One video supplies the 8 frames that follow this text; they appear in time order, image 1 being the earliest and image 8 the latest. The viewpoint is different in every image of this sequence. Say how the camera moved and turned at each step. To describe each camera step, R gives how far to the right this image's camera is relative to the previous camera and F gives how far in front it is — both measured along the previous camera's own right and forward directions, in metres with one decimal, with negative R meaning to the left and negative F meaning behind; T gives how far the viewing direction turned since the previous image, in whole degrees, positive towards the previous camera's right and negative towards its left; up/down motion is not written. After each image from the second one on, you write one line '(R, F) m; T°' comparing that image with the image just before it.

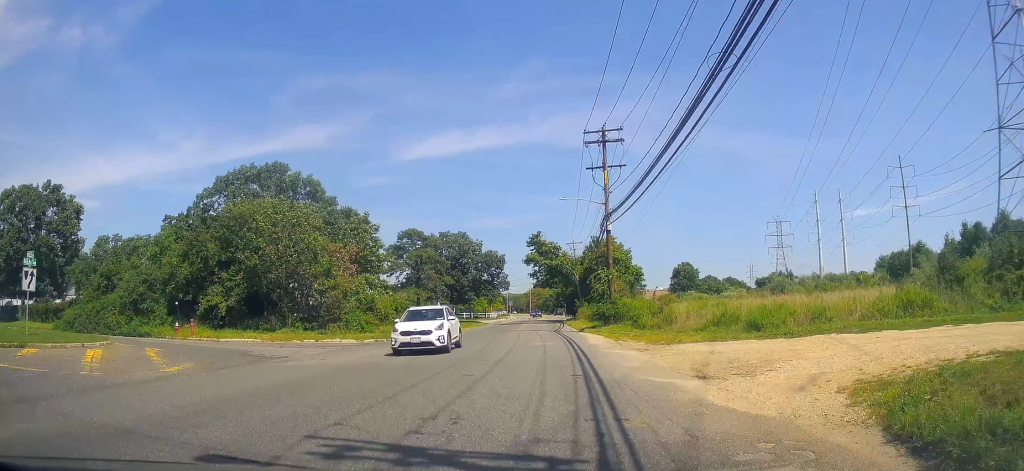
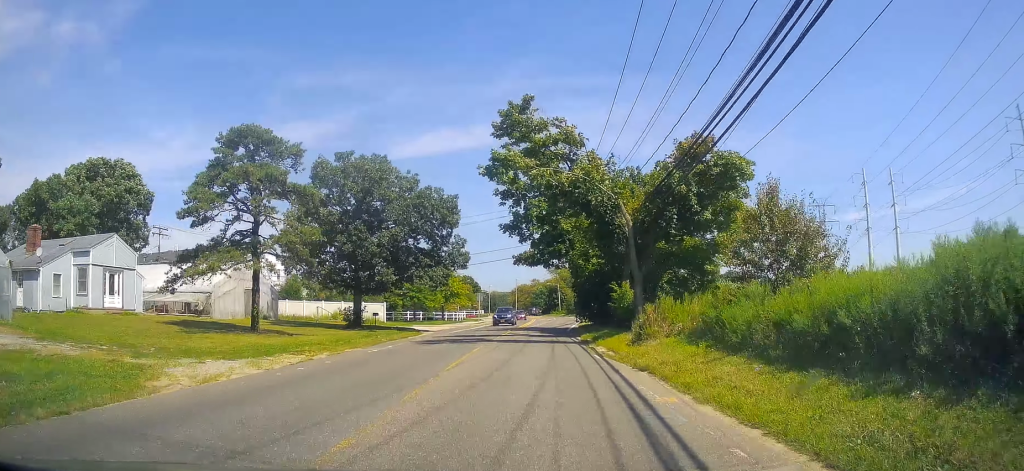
(-0.5, +38.3) m; -1°
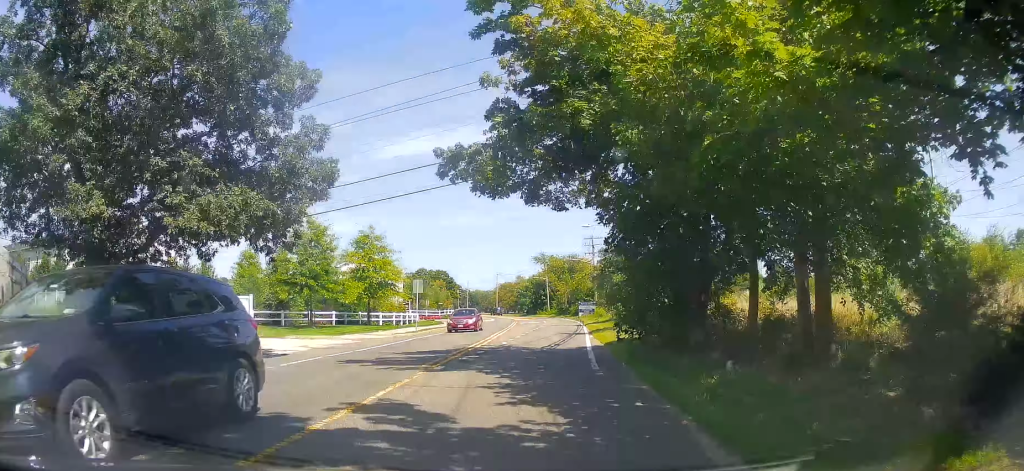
(+0.4, +25.4) m; +3°
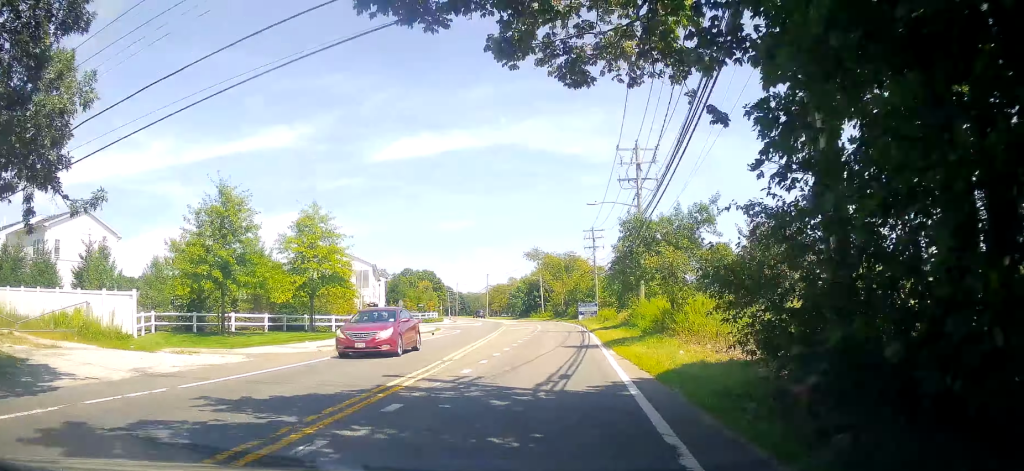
(+0.1, +10.3) m; +1°
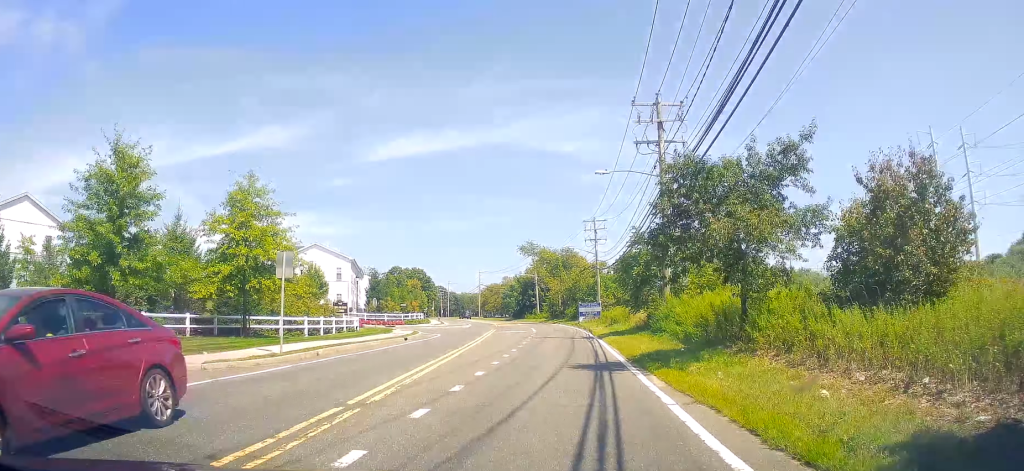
(+0.1, +8.0) m; -1°
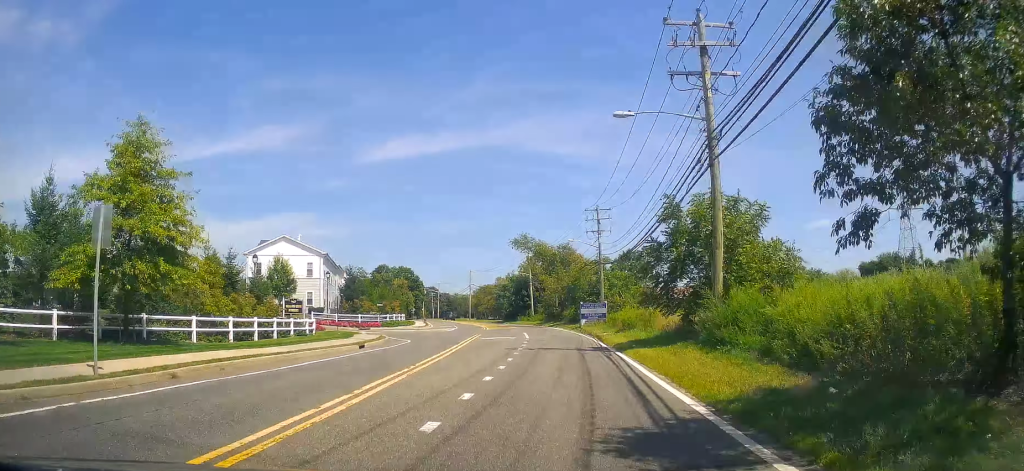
(+0.2, +7.9) m; -1°
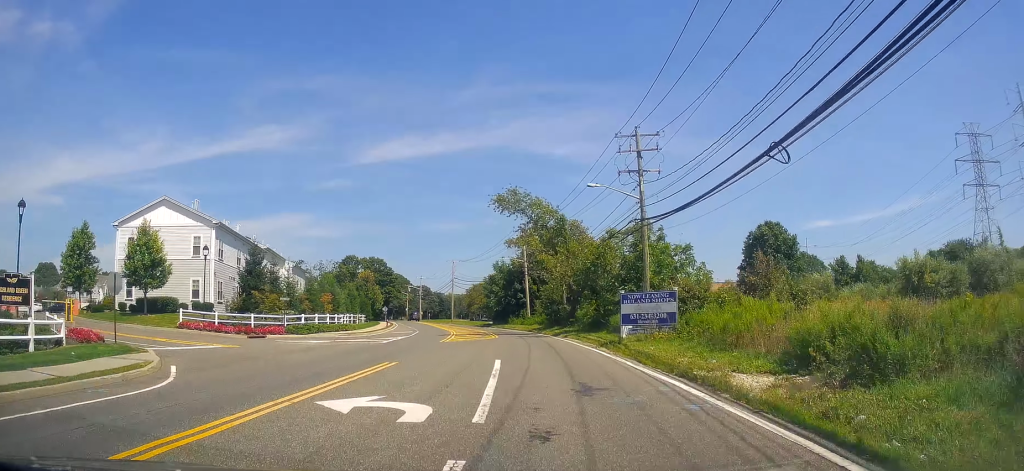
(-0.5, +24.1) m; 0°
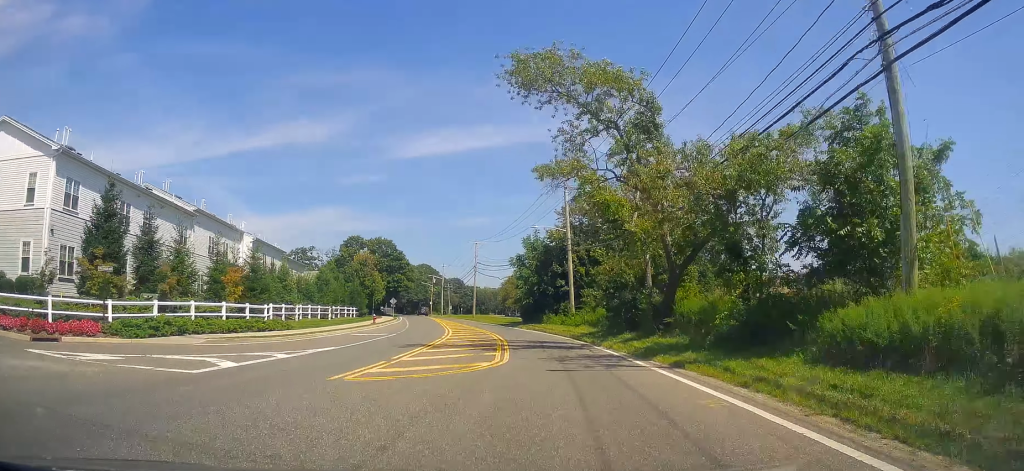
(+0.3, +21.1) m; 0°
